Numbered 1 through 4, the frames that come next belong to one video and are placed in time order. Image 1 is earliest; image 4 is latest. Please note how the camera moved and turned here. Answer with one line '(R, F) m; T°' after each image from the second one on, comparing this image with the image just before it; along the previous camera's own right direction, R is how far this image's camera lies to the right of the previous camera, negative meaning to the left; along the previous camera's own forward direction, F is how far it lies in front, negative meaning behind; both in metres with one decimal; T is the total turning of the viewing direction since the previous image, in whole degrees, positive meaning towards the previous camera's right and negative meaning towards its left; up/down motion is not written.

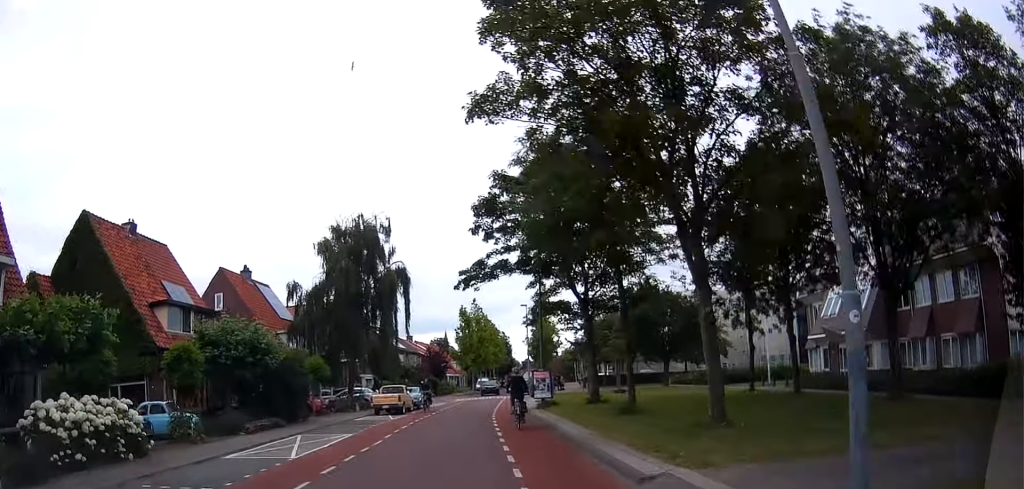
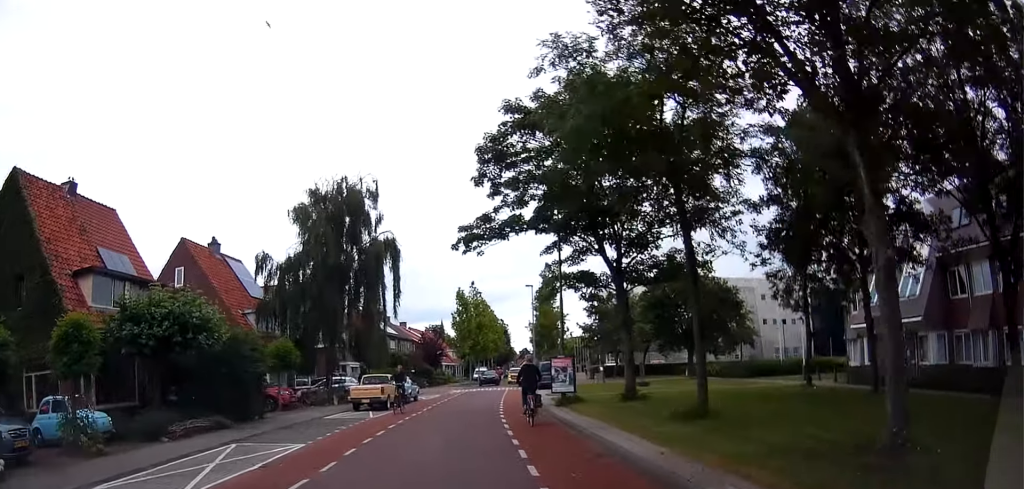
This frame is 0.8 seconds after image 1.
(-0.2, +5.6) m; +1°
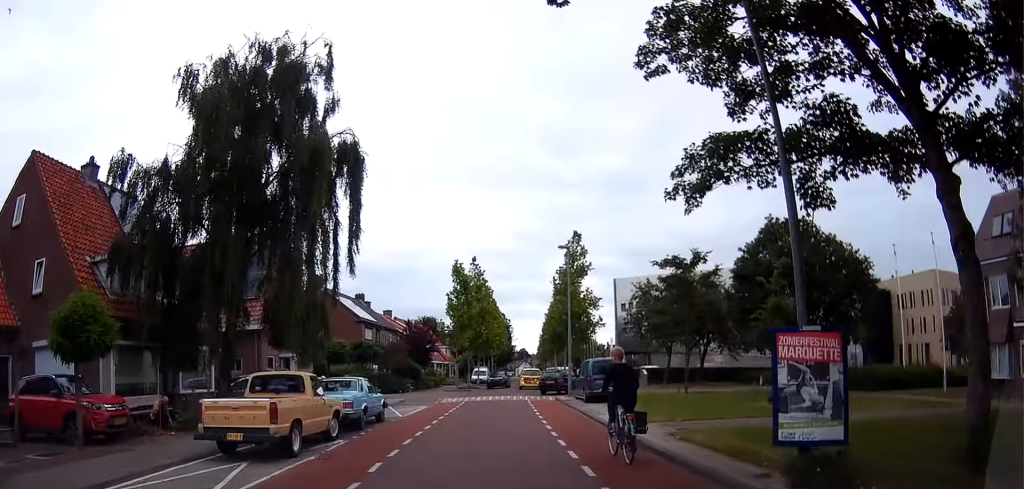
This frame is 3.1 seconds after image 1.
(0.0, +15.1) m; -3°
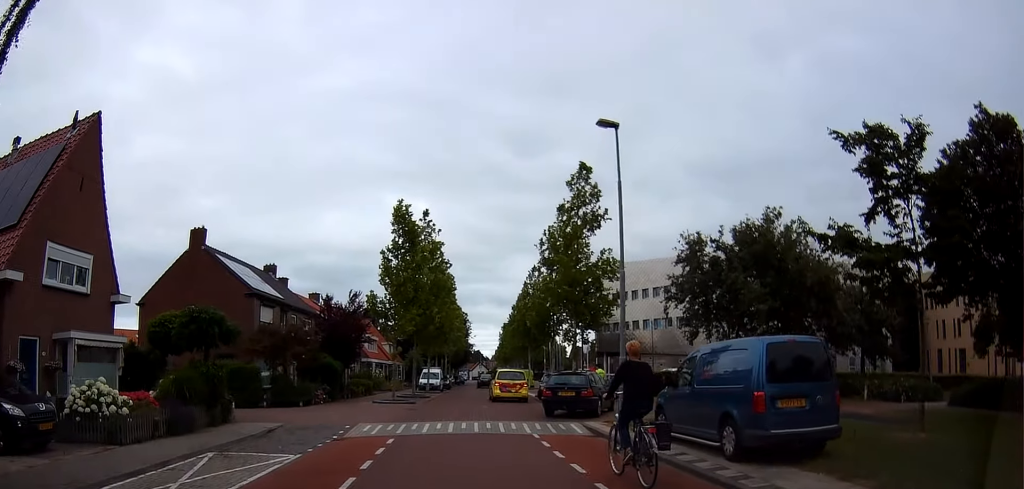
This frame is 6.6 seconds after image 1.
(+1.8, +17.3) m; +7°
